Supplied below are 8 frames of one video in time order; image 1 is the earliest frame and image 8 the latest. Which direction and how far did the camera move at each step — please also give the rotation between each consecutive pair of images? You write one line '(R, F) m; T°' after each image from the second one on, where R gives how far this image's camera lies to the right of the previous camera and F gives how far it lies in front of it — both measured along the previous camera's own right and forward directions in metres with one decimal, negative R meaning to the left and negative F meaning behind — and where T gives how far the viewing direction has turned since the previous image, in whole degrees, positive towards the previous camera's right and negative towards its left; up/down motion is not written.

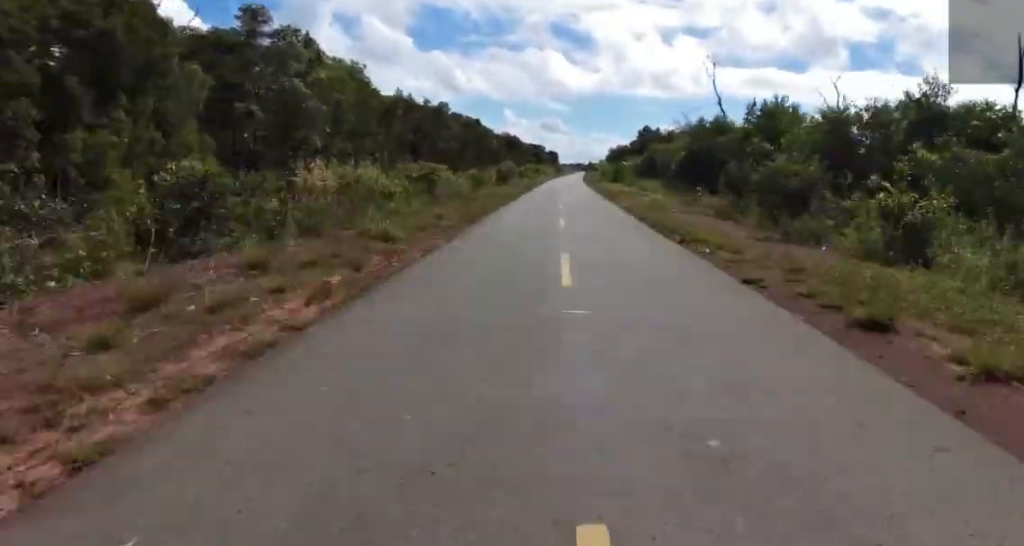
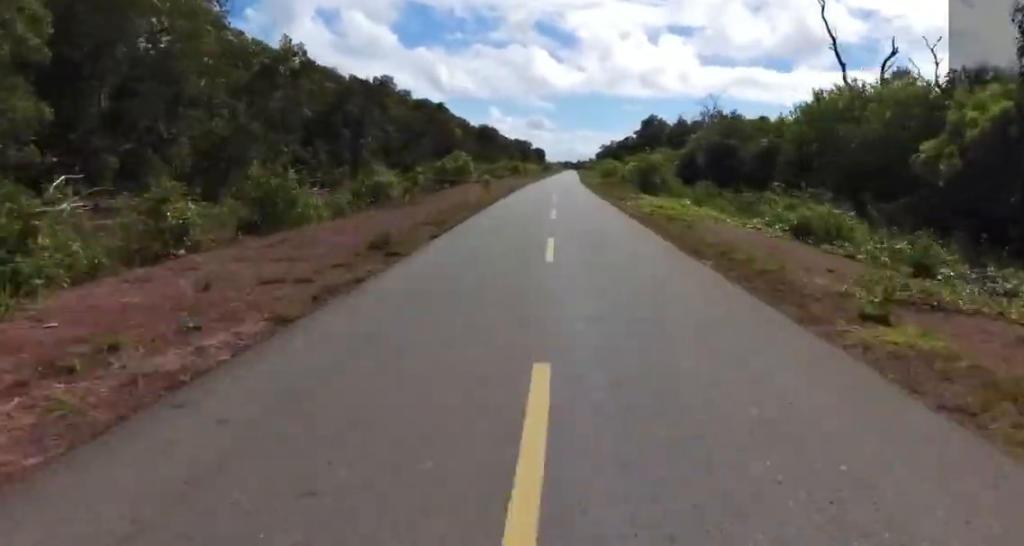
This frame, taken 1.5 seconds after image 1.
(-0.6, +39.2) m; +1°
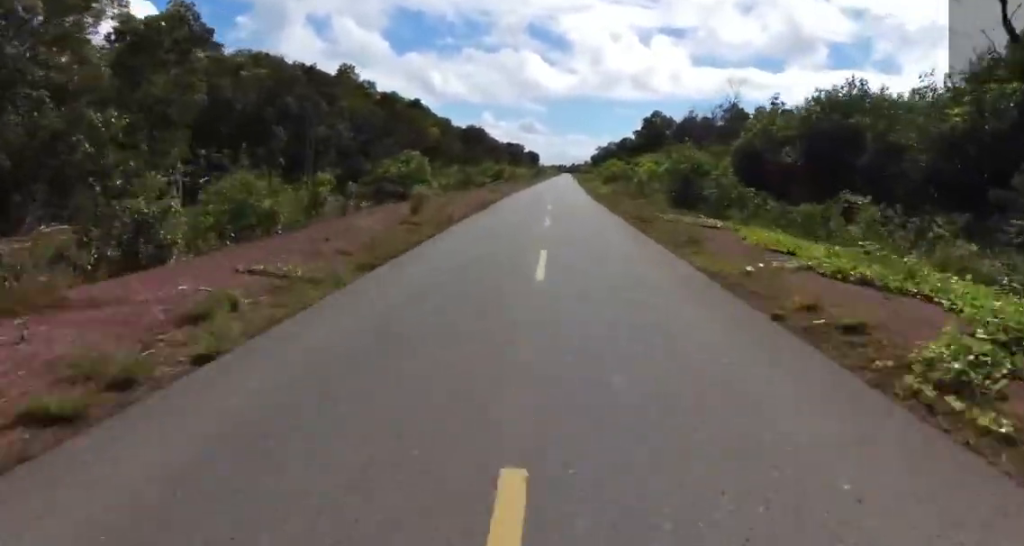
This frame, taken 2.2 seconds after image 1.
(+0.5, +18.8) m; +2°
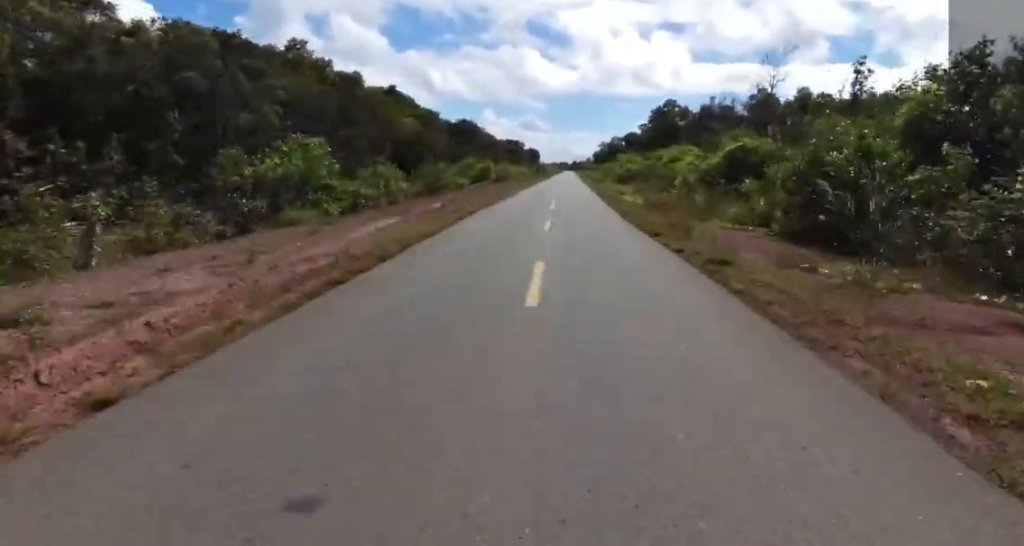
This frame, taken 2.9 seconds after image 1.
(+0.2, +17.7) m; 0°
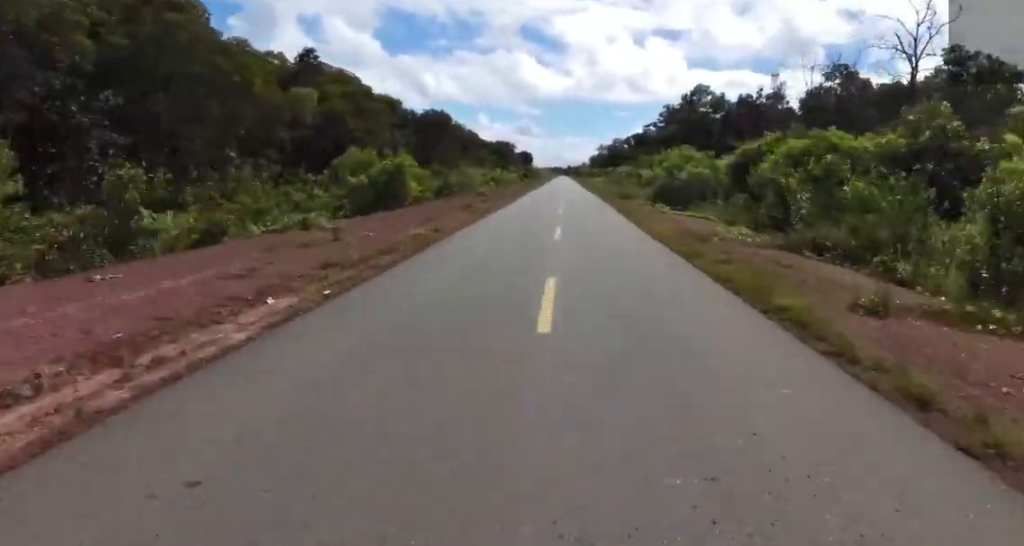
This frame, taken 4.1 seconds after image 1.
(+0.1, +33.6) m; -3°
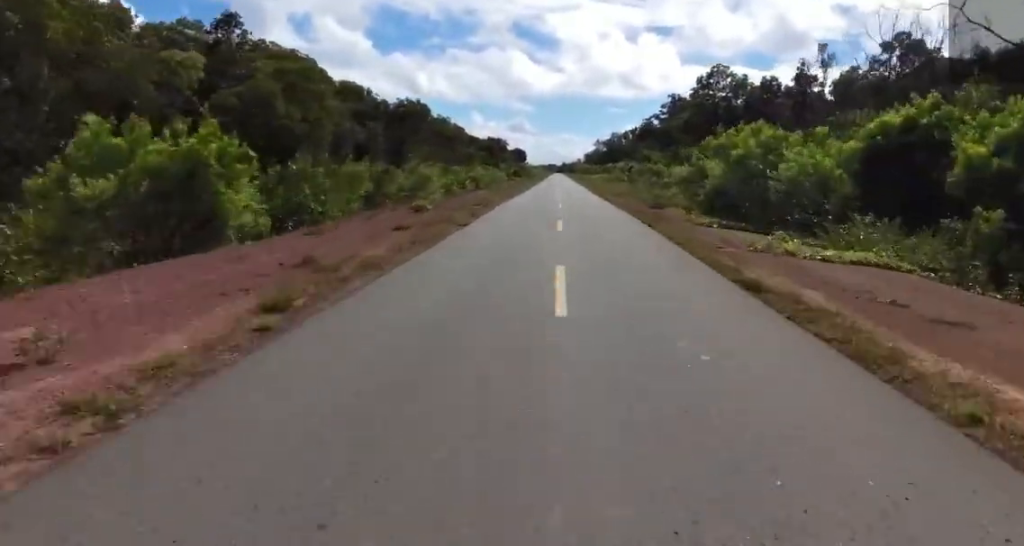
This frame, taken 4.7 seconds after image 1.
(-1.0, +16.0) m; 0°
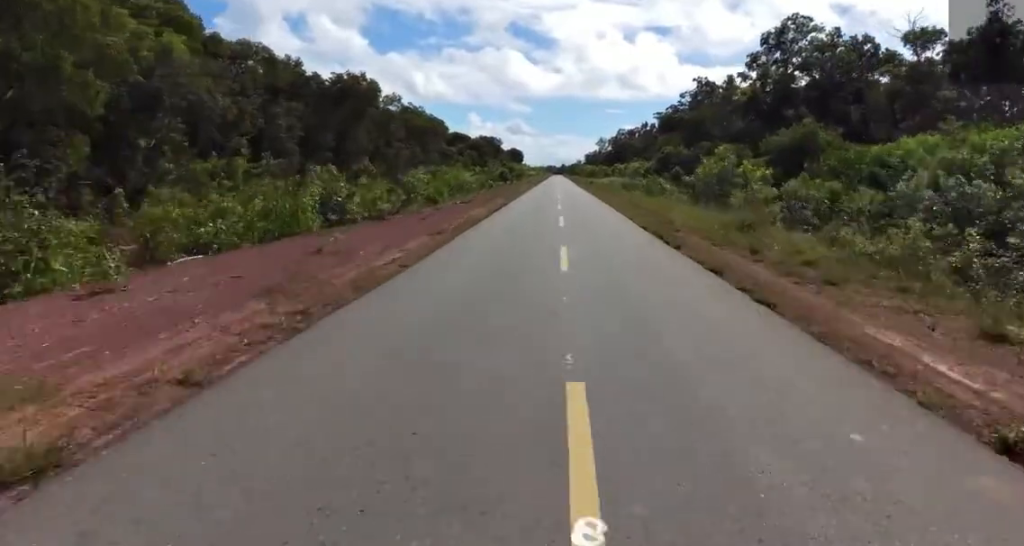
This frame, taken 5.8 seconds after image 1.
(+0.4, +29.4) m; +2°
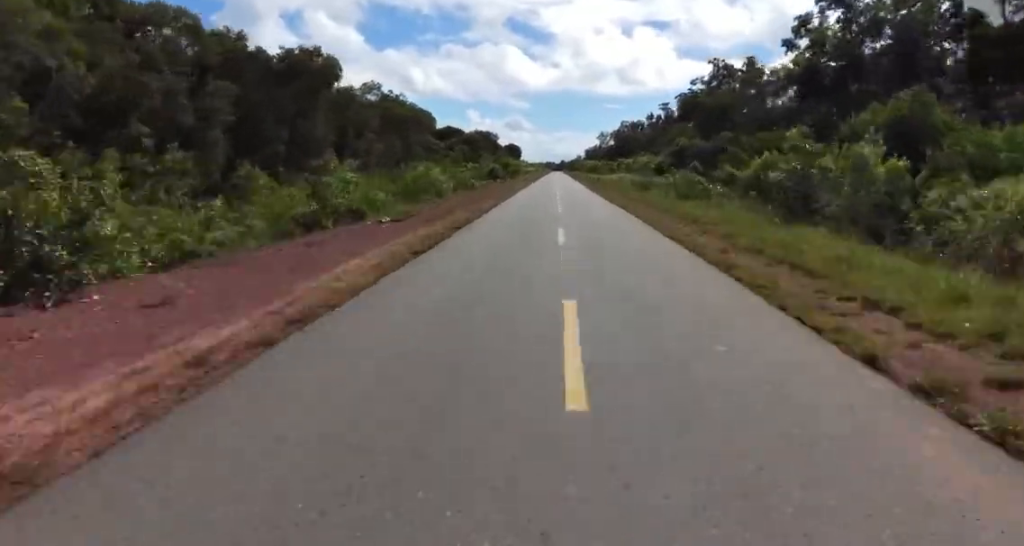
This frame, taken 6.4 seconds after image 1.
(+0.3, +14.3) m; +1°
